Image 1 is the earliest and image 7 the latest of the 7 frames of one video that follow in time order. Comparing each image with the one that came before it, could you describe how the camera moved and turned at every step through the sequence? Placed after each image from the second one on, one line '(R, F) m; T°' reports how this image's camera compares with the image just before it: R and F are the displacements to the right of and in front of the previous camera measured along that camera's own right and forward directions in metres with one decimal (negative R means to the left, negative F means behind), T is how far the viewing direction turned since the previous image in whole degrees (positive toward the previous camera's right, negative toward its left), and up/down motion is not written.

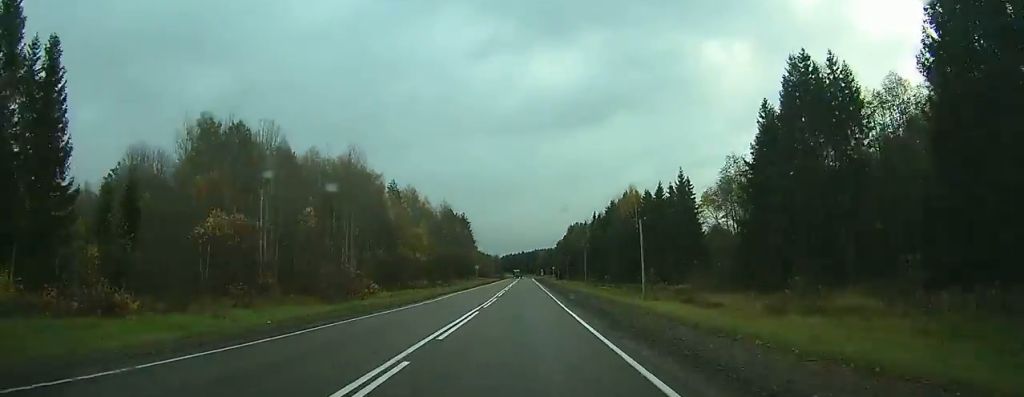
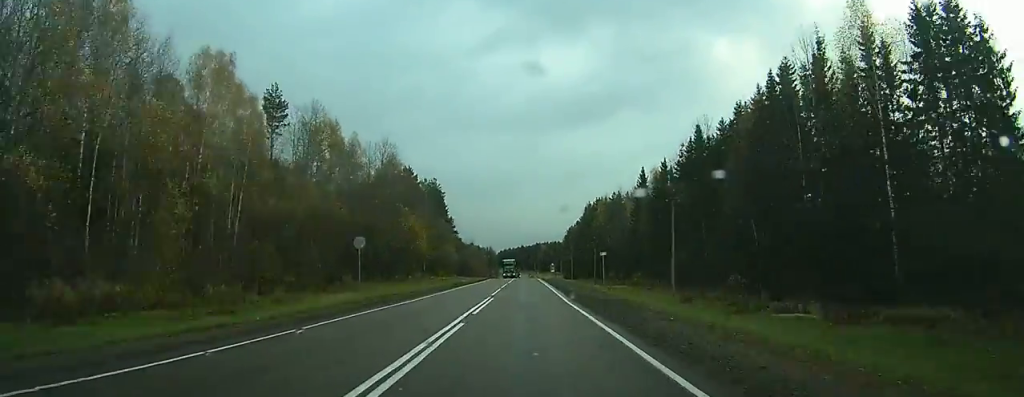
(+0.3, +77.7) m; 0°
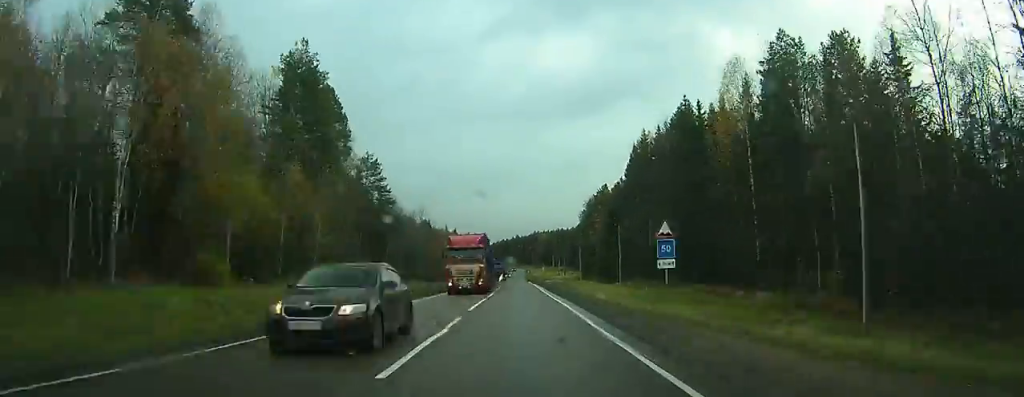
(+0.6, +97.9) m; +1°
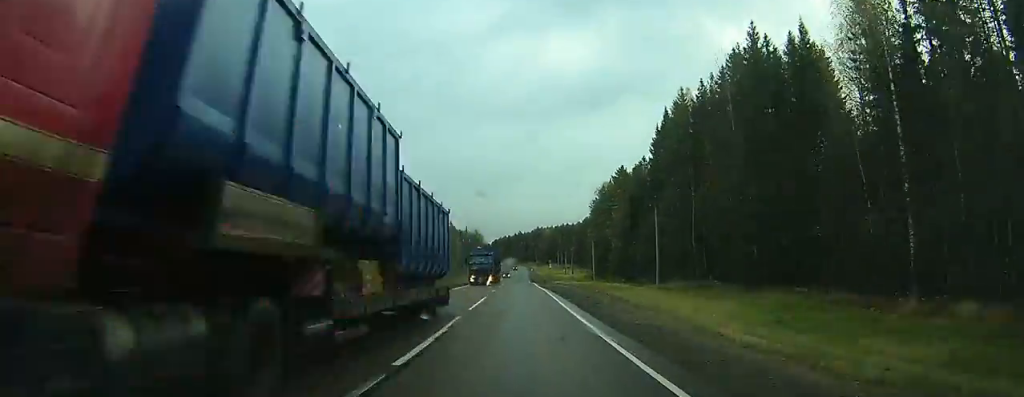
(0.0, +23.0) m; 0°
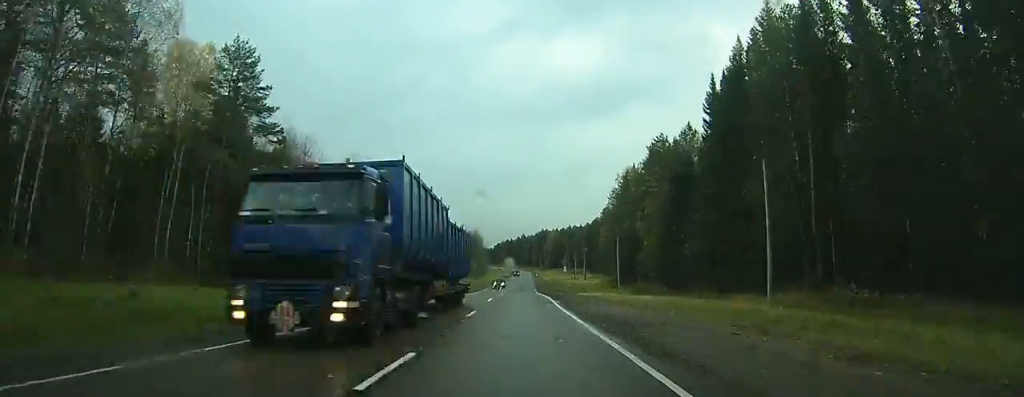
(0.0, +29.6) m; 0°
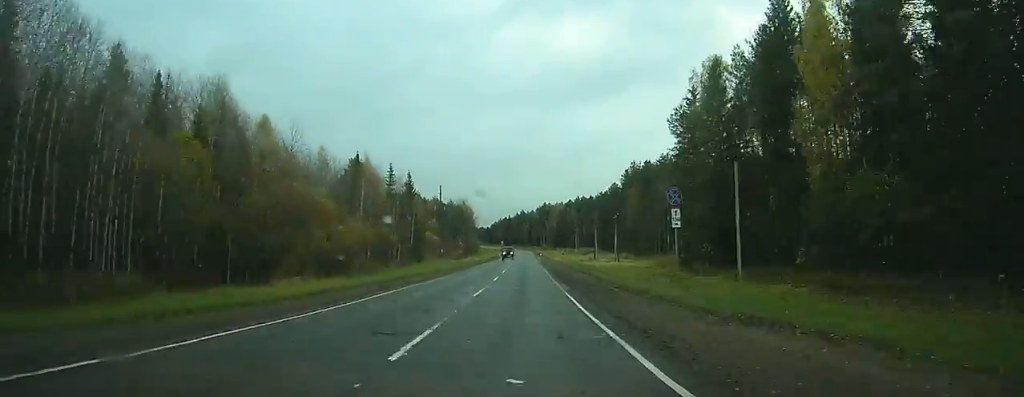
(-0.3, +57.4) m; 0°
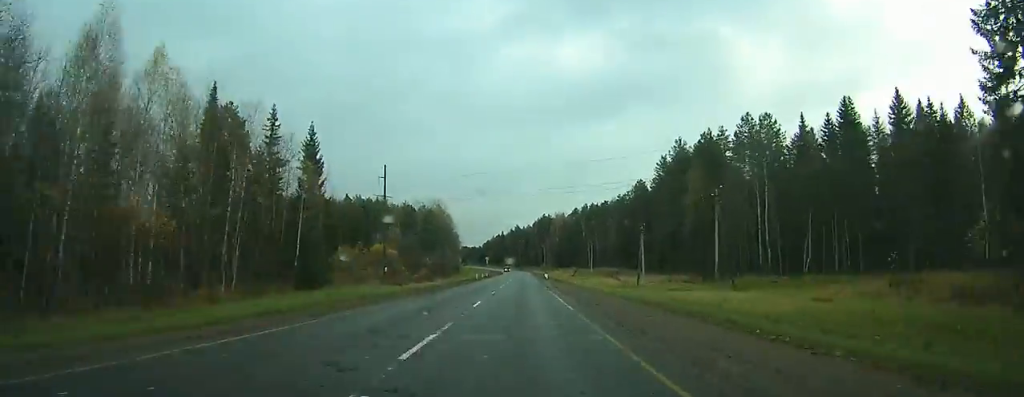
(0.0, +60.3) m; 0°
